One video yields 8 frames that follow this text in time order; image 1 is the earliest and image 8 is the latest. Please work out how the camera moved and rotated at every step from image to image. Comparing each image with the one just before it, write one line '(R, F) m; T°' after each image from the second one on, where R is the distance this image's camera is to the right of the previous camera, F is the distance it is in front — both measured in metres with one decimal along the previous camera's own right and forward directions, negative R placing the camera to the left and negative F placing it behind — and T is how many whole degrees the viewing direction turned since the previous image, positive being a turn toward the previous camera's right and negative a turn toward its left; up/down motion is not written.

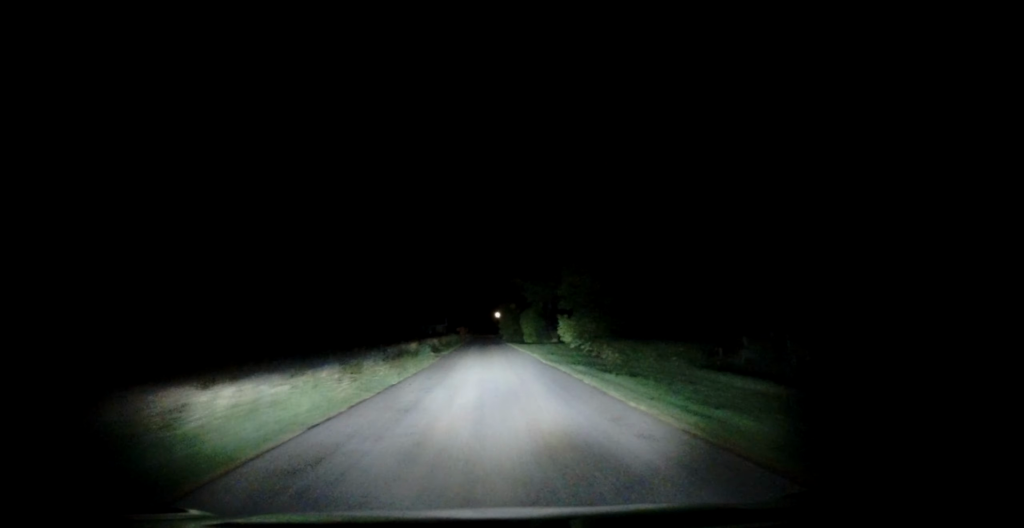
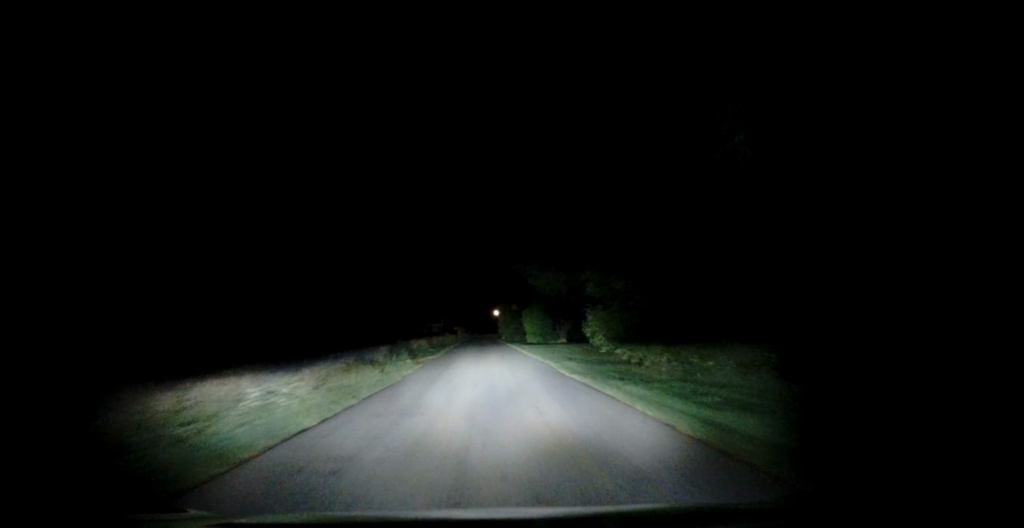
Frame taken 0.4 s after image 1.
(+0.1, +7.3) m; 0°
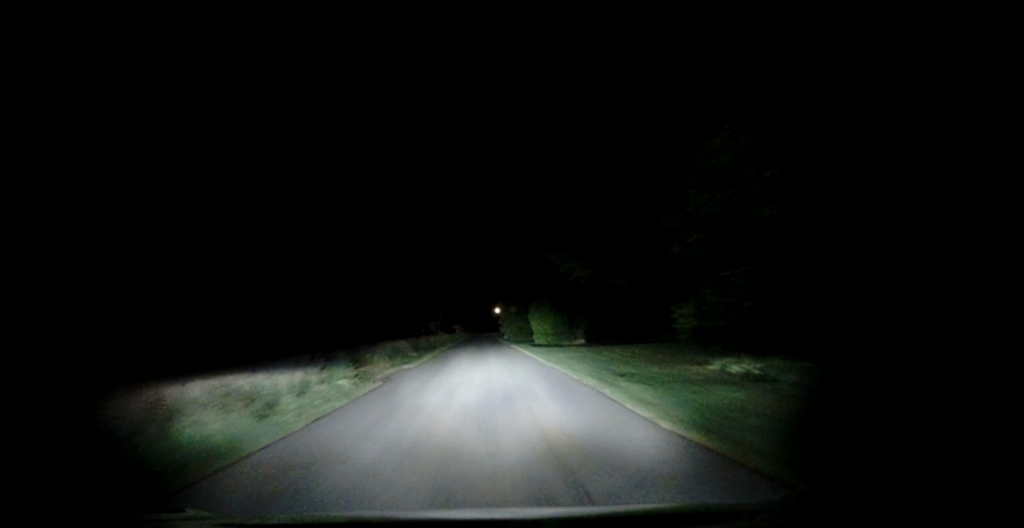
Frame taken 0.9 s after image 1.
(-0.1, +9.0) m; -1°
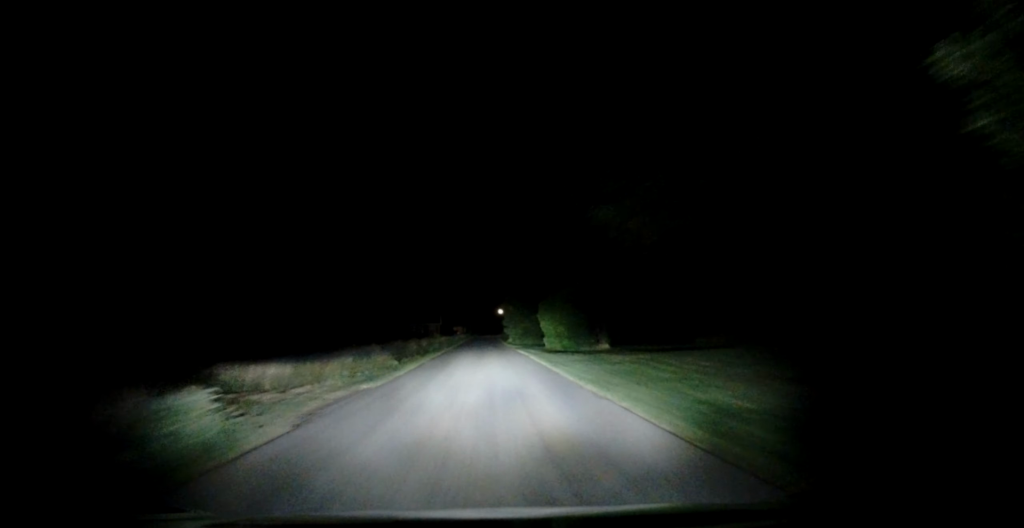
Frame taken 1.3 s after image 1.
(-0.1, +7.2) m; -1°
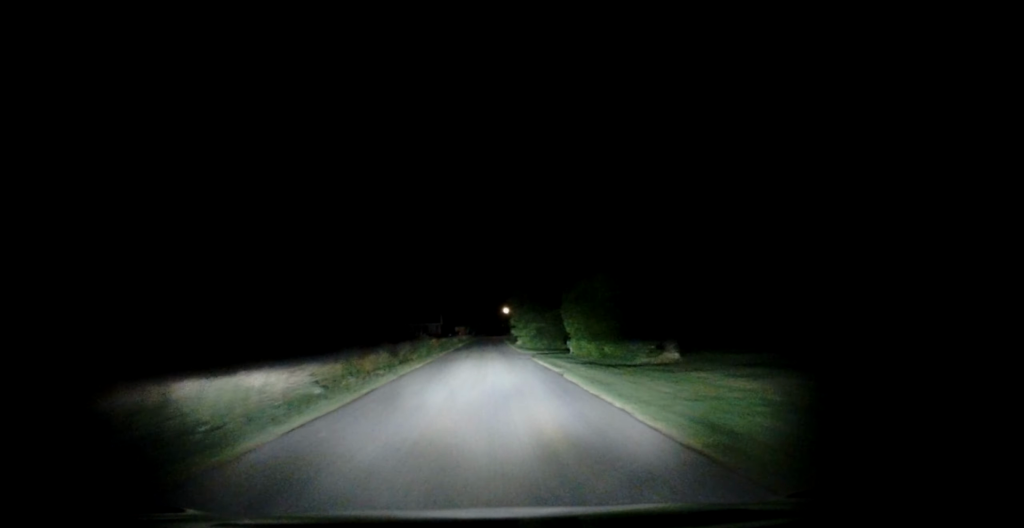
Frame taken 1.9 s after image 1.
(-0.1, +11.3) m; 0°
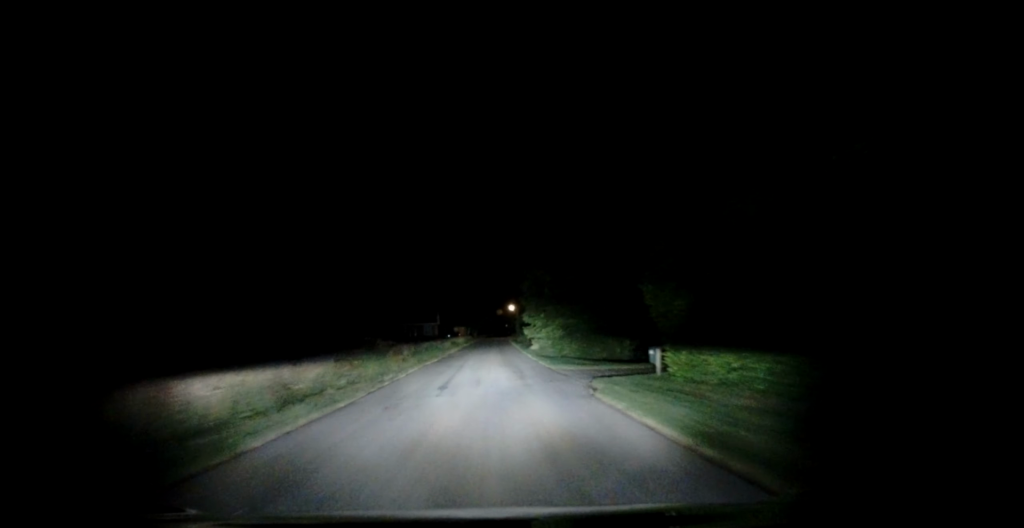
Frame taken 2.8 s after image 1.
(-0.1, +16.1) m; 0°
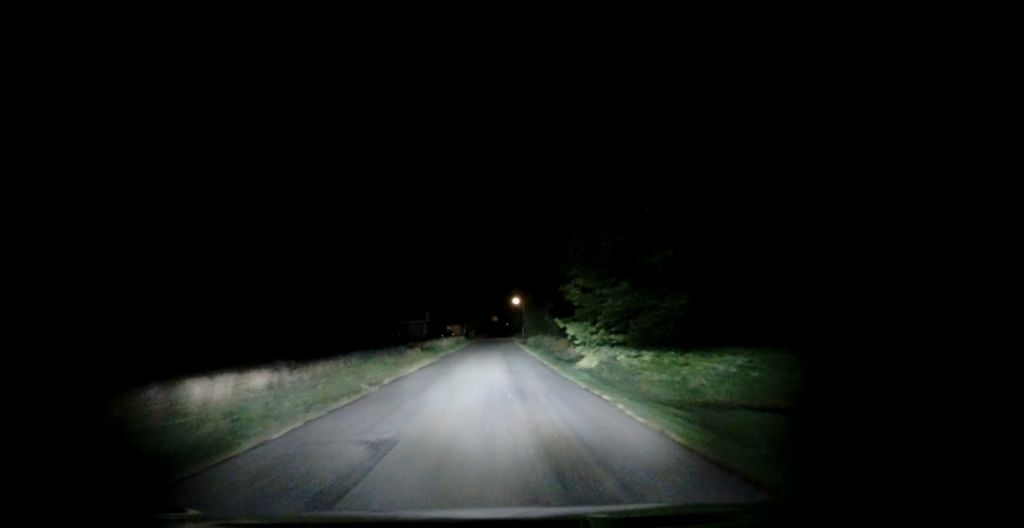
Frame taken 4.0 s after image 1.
(+0.2, +21.2) m; +1°
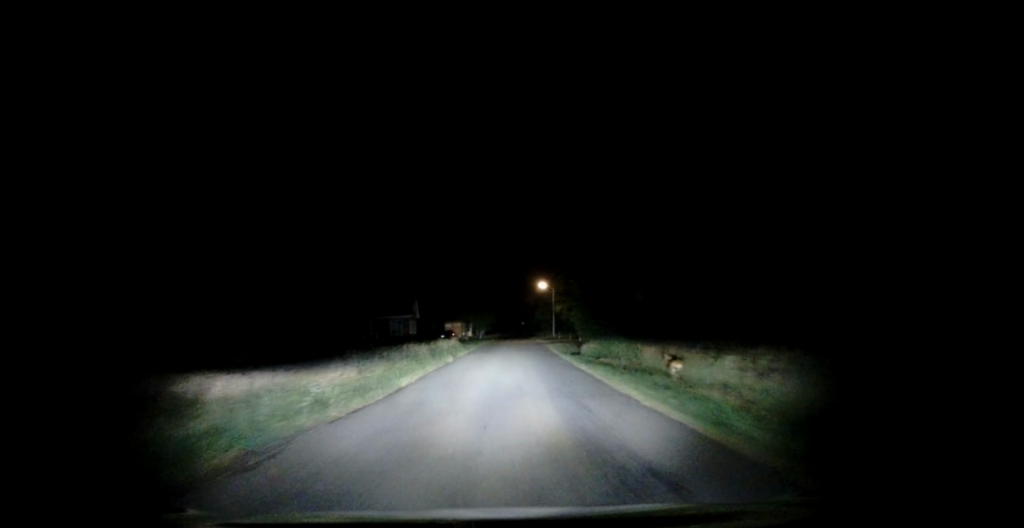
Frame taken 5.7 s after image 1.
(0.0, +29.3) m; 0°
